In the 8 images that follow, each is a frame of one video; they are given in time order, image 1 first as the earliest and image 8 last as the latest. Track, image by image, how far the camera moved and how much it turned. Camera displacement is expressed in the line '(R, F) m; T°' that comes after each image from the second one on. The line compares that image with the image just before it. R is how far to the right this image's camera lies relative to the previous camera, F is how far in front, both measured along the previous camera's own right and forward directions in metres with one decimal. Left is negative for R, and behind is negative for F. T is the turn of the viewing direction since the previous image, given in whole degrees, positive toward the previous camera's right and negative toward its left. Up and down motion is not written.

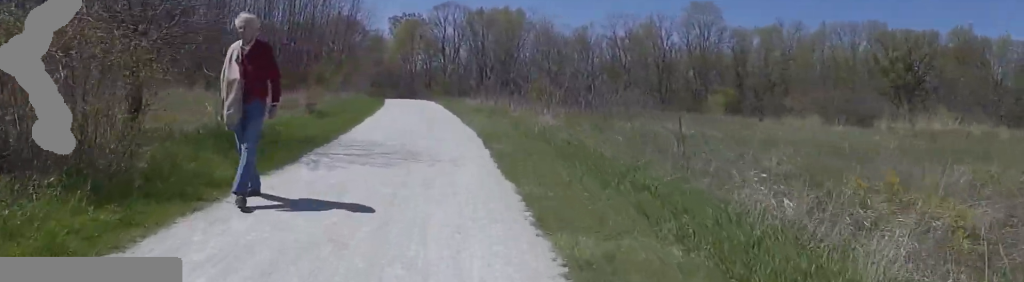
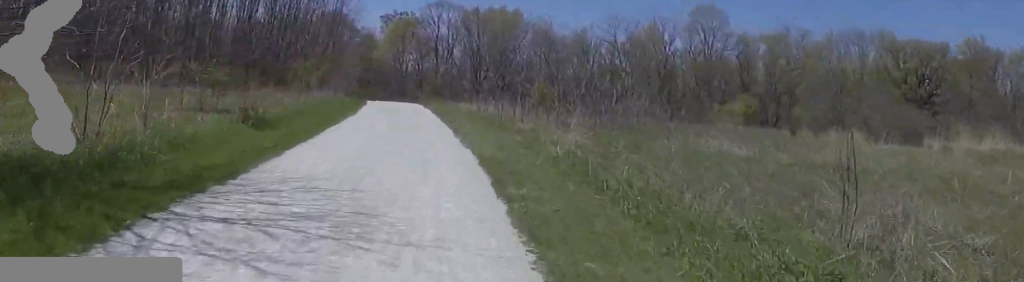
(-0.9, +4.3) m; -5°
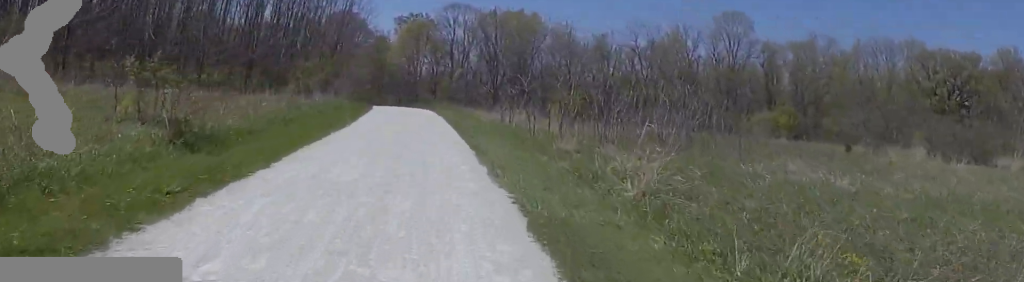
(+0.4, +3.6) m; +6°
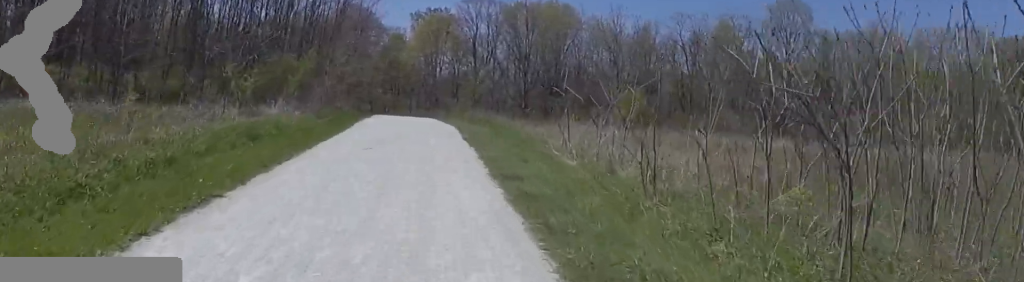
(+0.3, +11.2) m; -7°
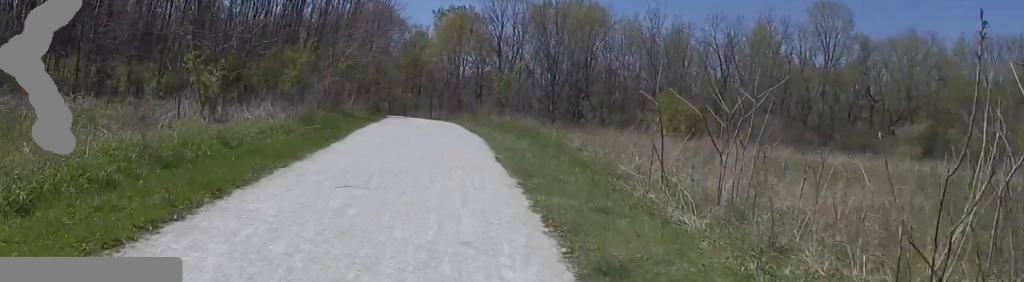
(-0.5, +4.1) m; -6°
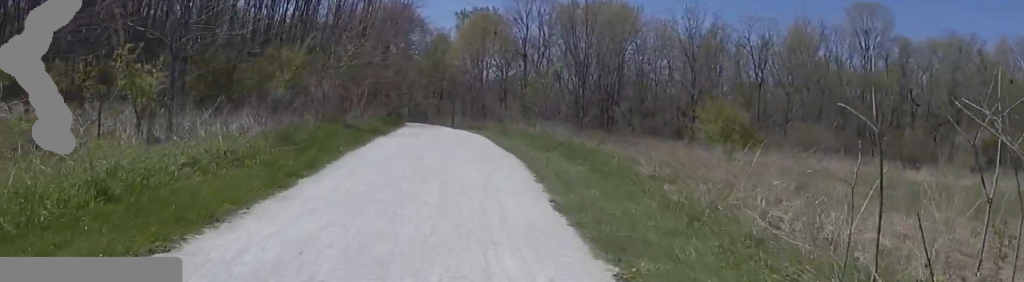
(-0.2, +3.8) m; +3°
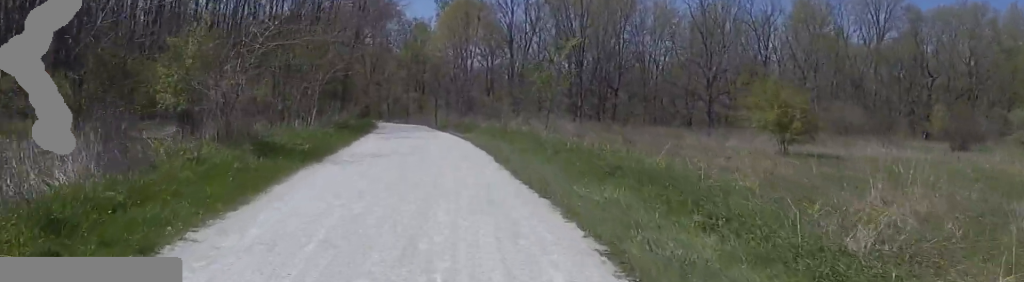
(+1.2, +6.3) m; +18°
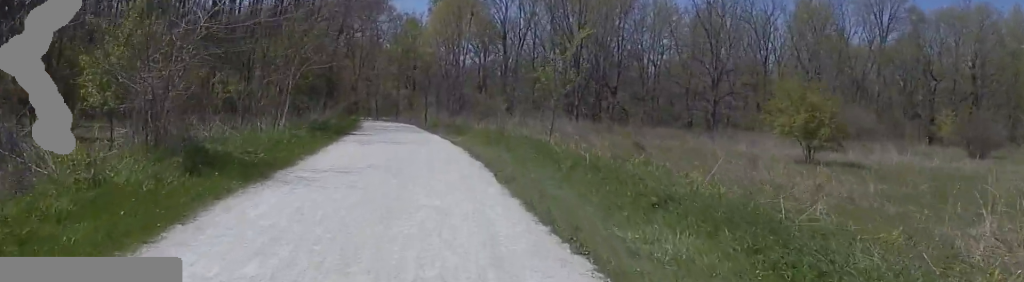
(+0.5, +2.5) m; +4°
